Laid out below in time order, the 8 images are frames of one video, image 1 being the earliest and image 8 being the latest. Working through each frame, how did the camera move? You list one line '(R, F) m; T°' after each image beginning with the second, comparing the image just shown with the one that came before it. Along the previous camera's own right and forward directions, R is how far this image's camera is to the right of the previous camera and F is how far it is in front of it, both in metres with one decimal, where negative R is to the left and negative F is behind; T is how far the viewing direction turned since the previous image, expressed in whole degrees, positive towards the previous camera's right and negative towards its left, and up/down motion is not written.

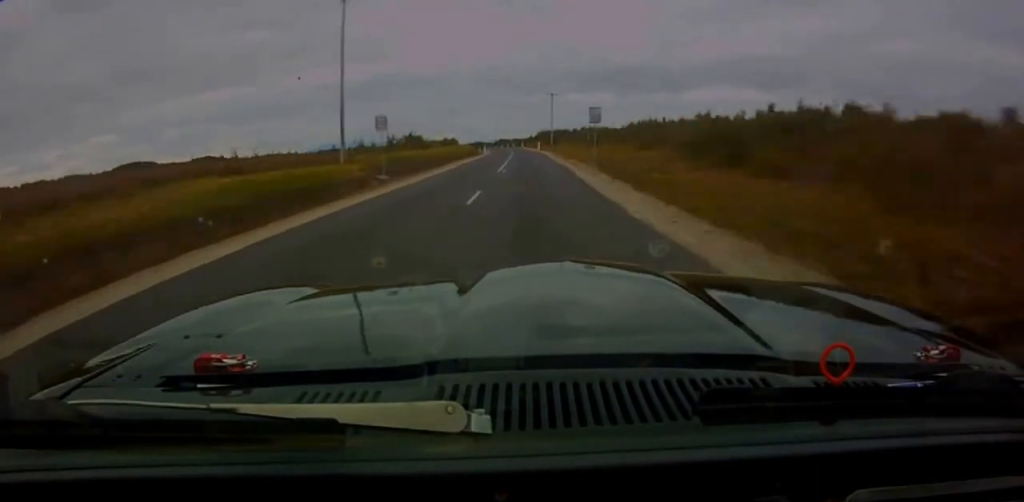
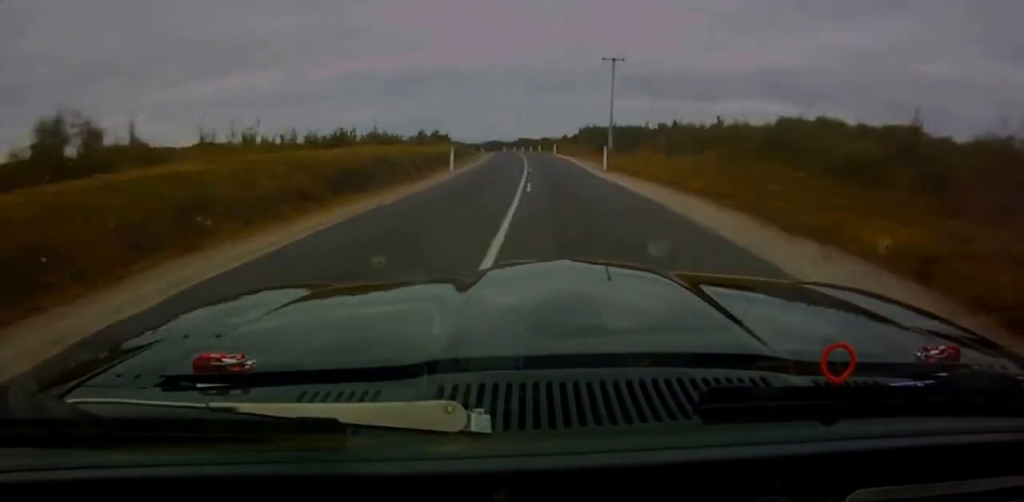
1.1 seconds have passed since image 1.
(-1.4, +60.0) m; -3°
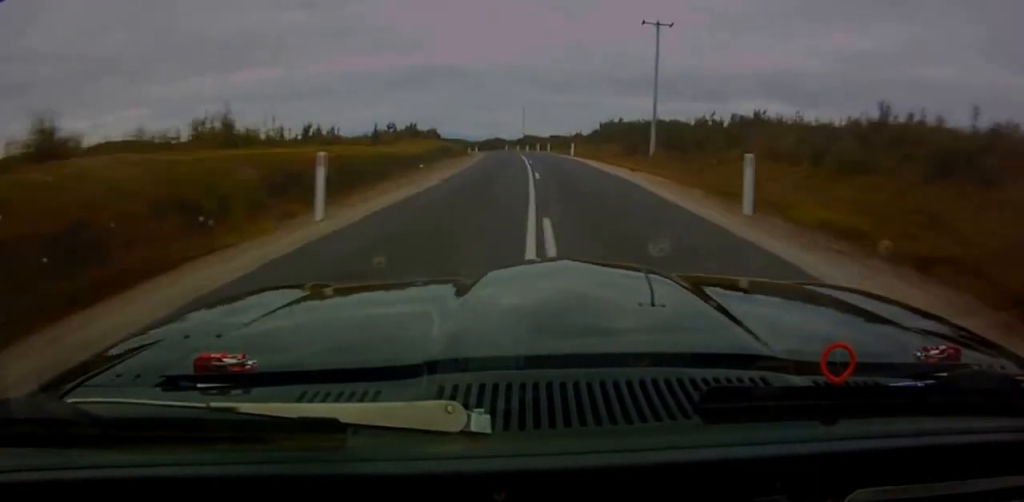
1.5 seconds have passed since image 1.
(-0.3, +21.5) m; -2°
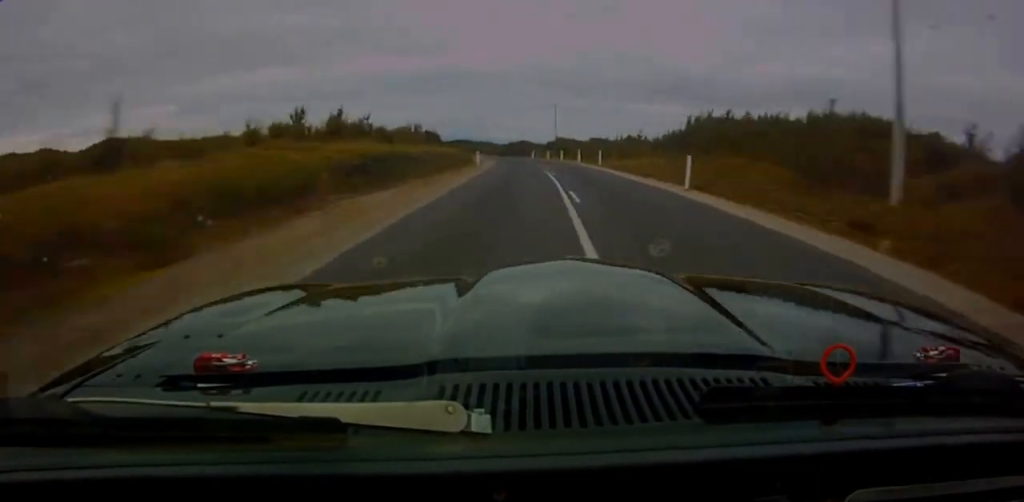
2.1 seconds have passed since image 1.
(0.0, +30.6) m; -2°
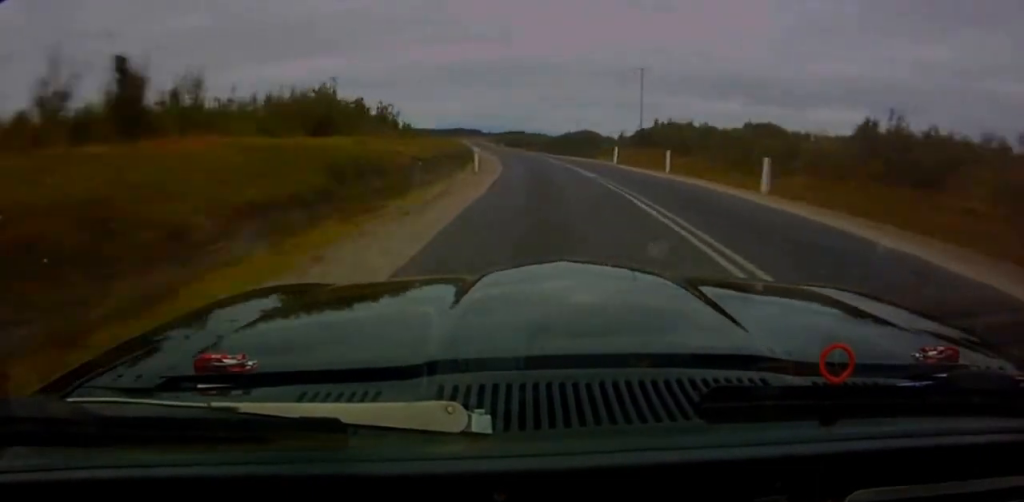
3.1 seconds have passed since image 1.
(-2.2, +53.2) m; -5°
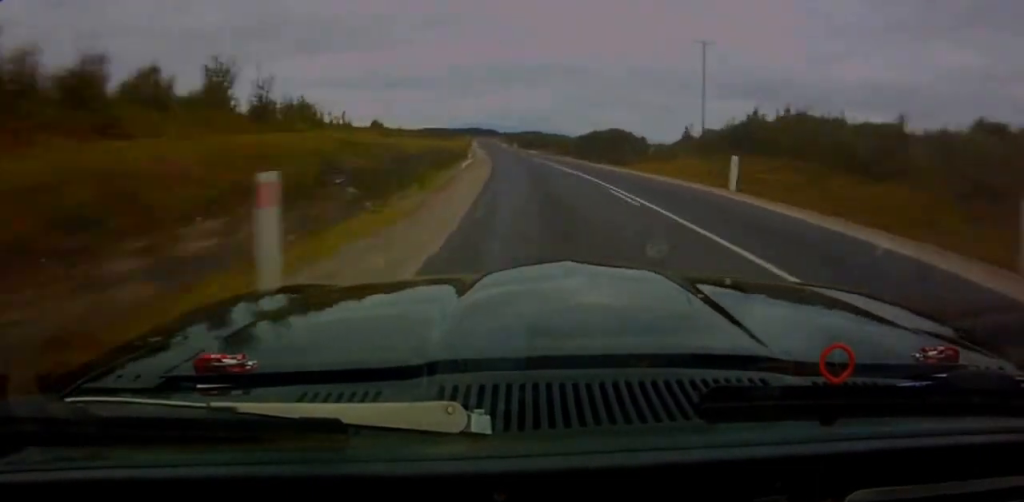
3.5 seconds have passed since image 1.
(-0.9, +22.6) m; -1°
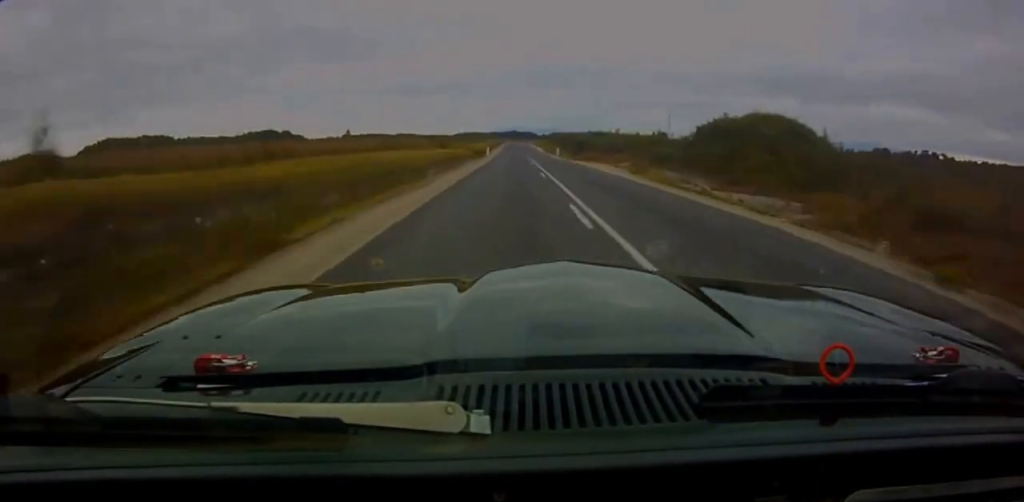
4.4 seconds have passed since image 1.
(-1.3, +52.6) m; -2°
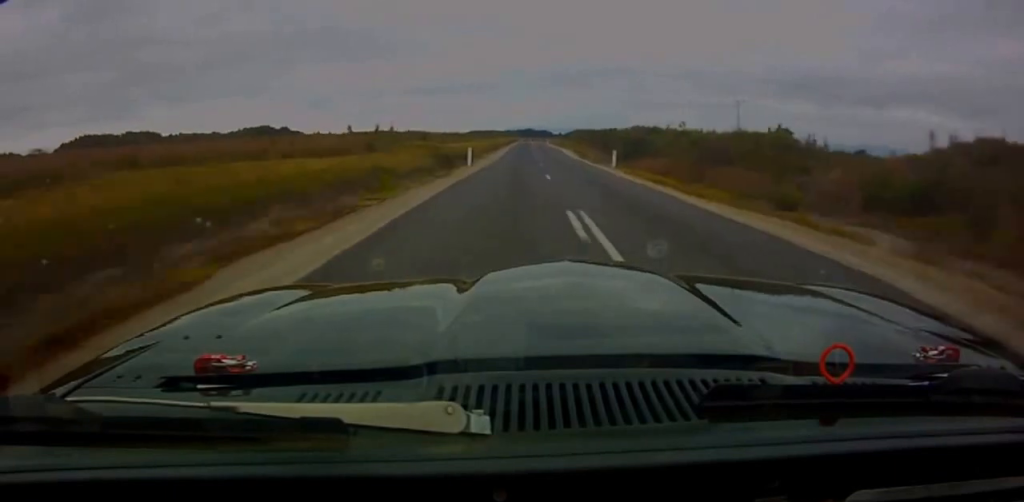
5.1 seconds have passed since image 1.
(0.0, +37.4) m; -1°
